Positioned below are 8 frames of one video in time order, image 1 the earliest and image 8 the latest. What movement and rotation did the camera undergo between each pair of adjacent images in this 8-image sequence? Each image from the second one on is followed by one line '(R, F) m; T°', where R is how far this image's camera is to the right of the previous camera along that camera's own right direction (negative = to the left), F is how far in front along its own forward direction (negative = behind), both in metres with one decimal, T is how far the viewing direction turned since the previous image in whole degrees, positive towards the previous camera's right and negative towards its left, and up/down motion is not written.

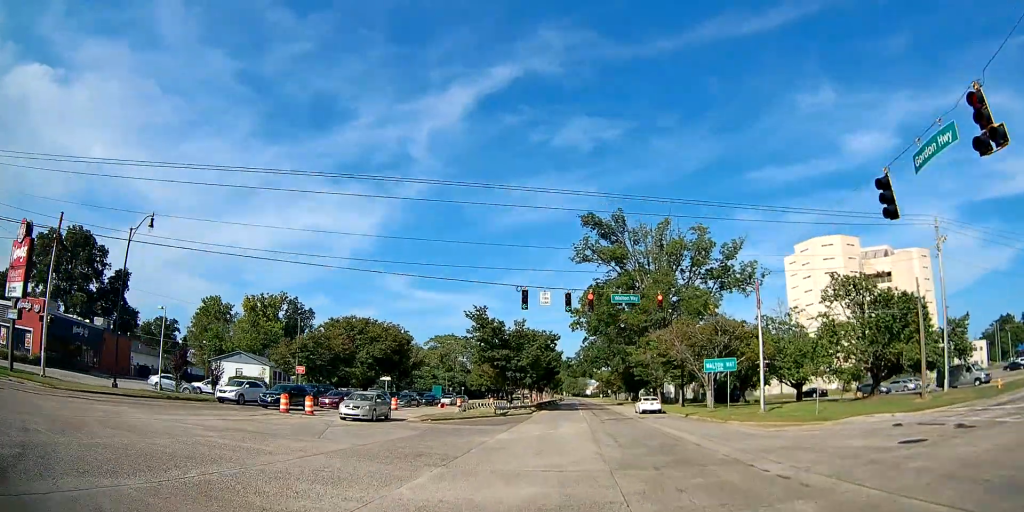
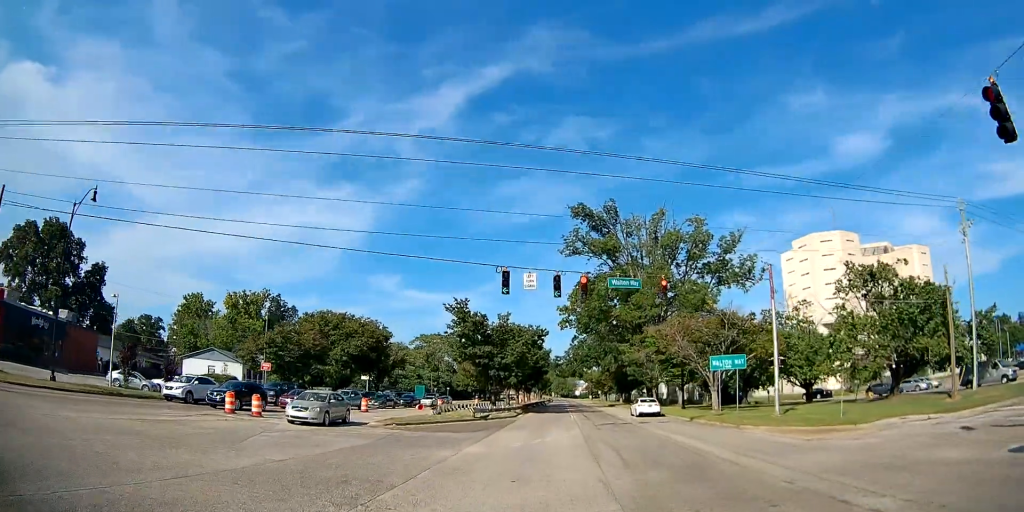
(+0.1, +4.1) m; 0°
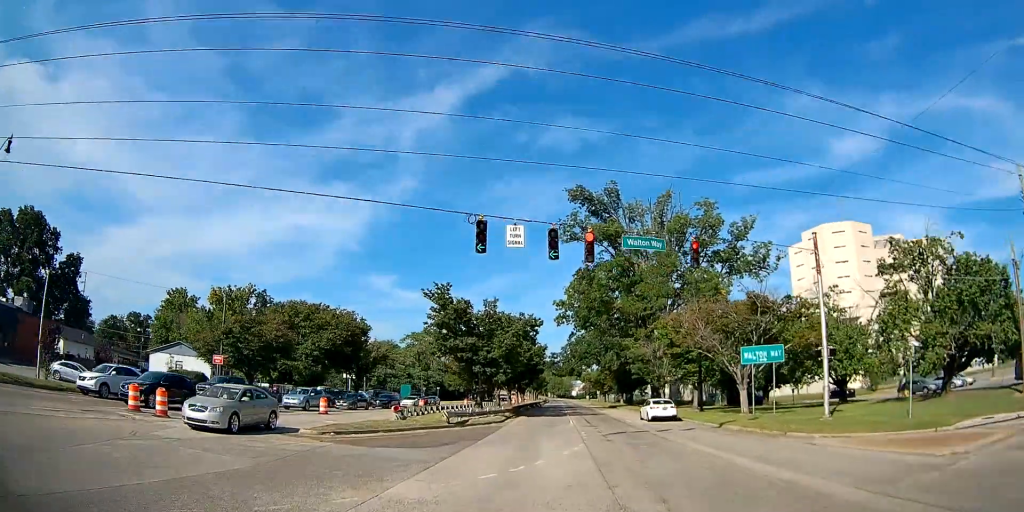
(-0.1, +7.3) m; +1°
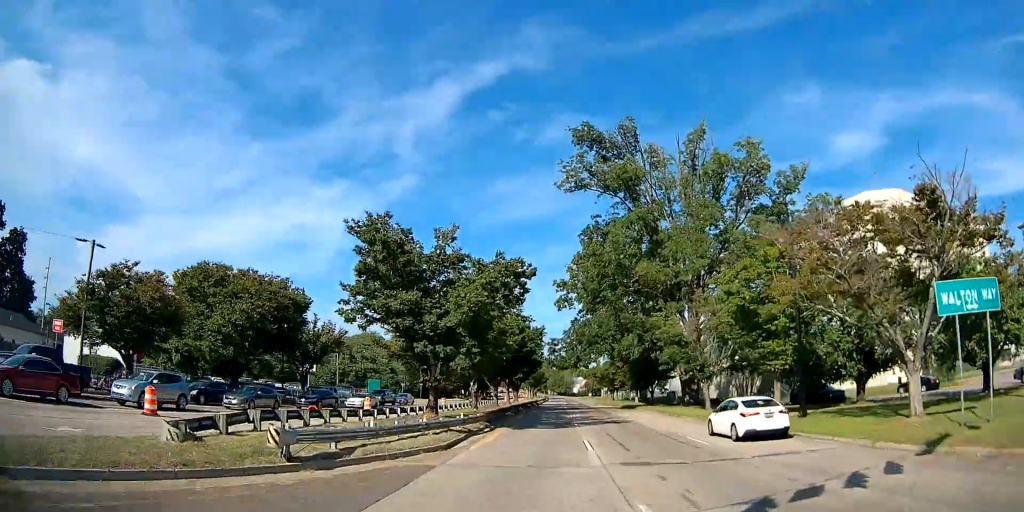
(+0.3, +16.8) m; +1°
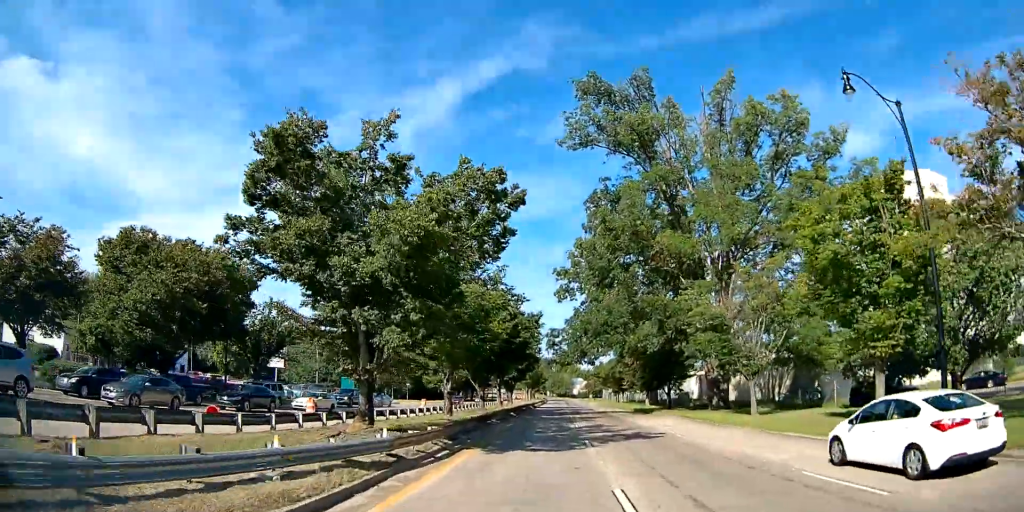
(0.0, +9.9) m; 0°
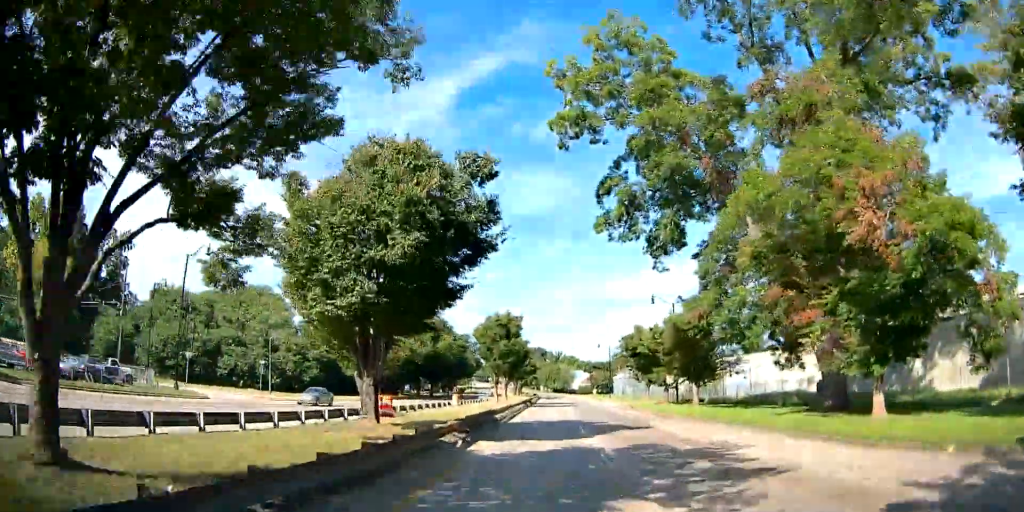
(-1.9, +51.5) m; -1°
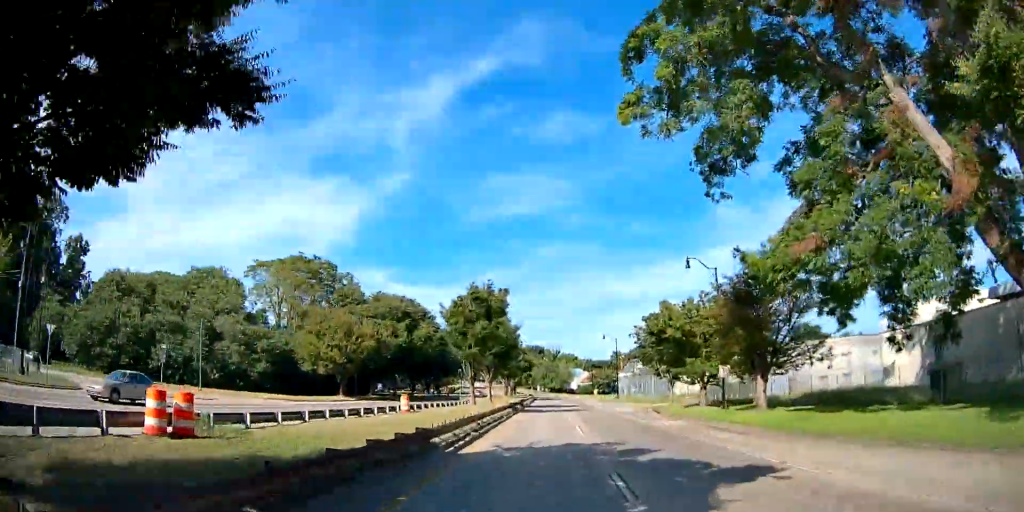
(+0.1, +14.8) m; +3°
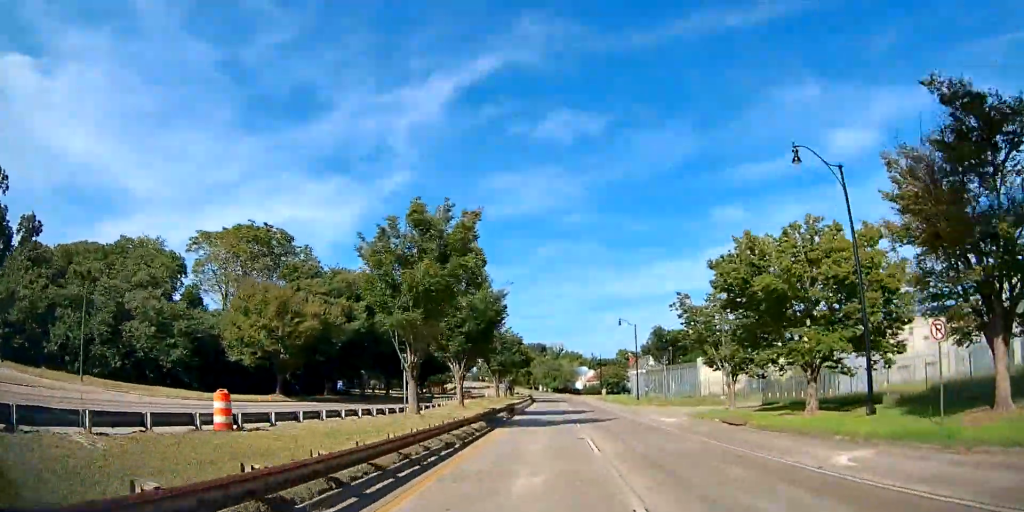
(+1.4, +17.6) m; 0°
